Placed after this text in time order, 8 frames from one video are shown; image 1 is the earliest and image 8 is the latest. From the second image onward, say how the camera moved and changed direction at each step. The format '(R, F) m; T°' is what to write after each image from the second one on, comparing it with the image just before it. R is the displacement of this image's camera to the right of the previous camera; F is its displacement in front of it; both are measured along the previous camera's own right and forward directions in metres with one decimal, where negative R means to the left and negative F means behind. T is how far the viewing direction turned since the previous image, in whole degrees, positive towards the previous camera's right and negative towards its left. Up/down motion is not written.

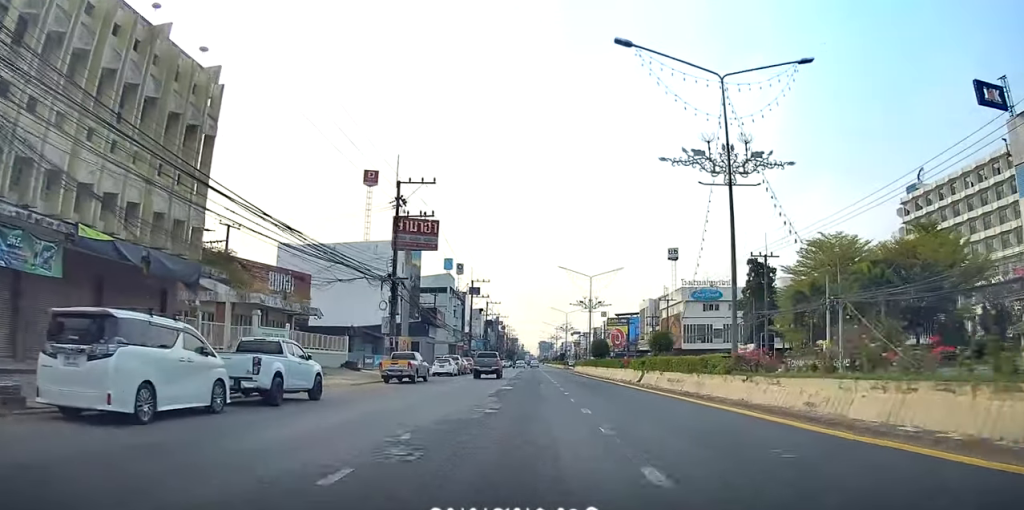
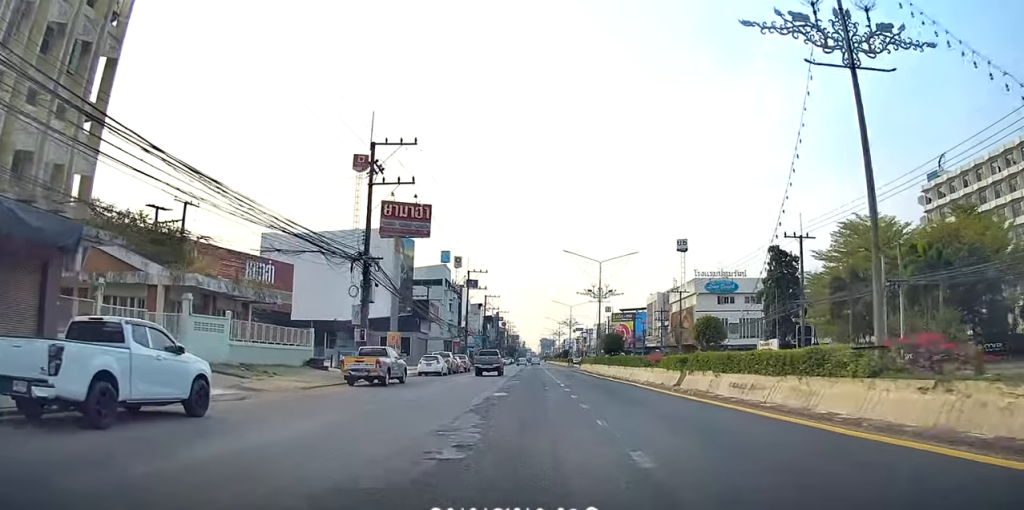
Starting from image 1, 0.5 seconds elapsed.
(+0.4, +8.2) m; +2°
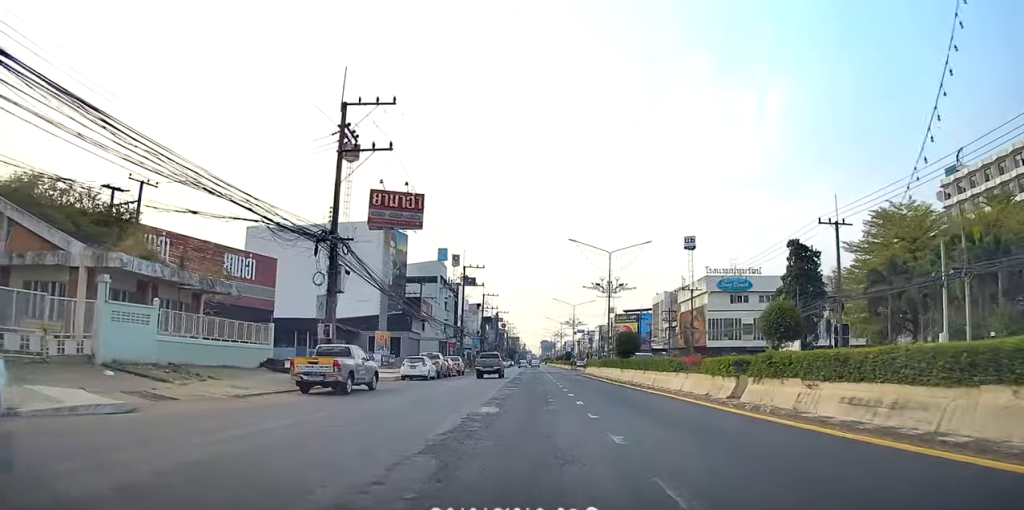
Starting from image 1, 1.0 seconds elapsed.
(+0.2, +6.2) m; +1°
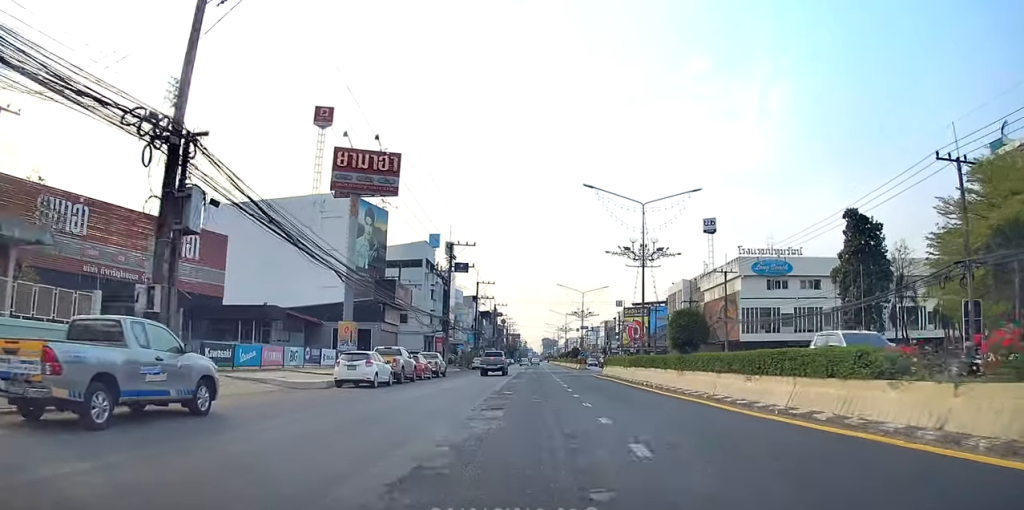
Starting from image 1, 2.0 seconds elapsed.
(0.0, +16.0) m; 0°
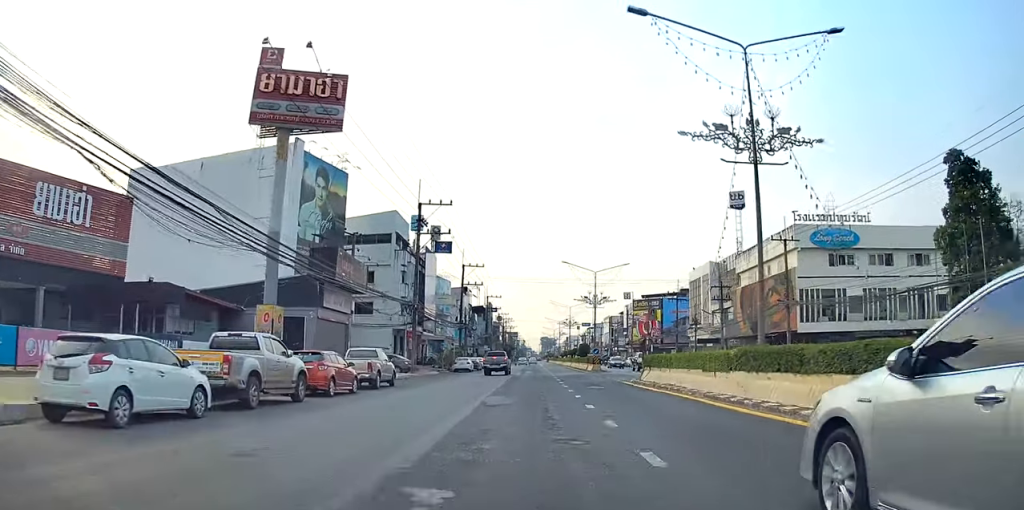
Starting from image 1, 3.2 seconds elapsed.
(+0.1, +20.5) m; 0°
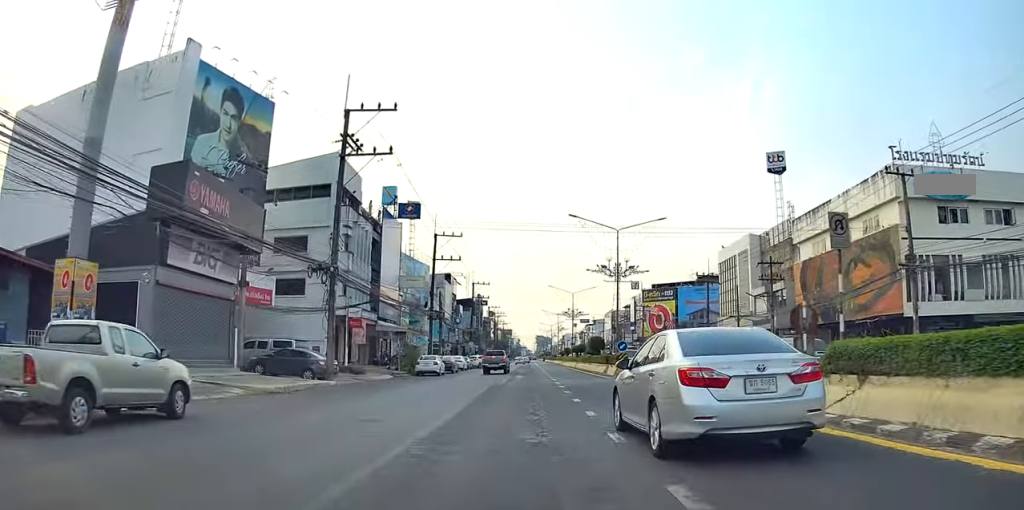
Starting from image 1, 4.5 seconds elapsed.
(-0.6, +20.8) m; -3°
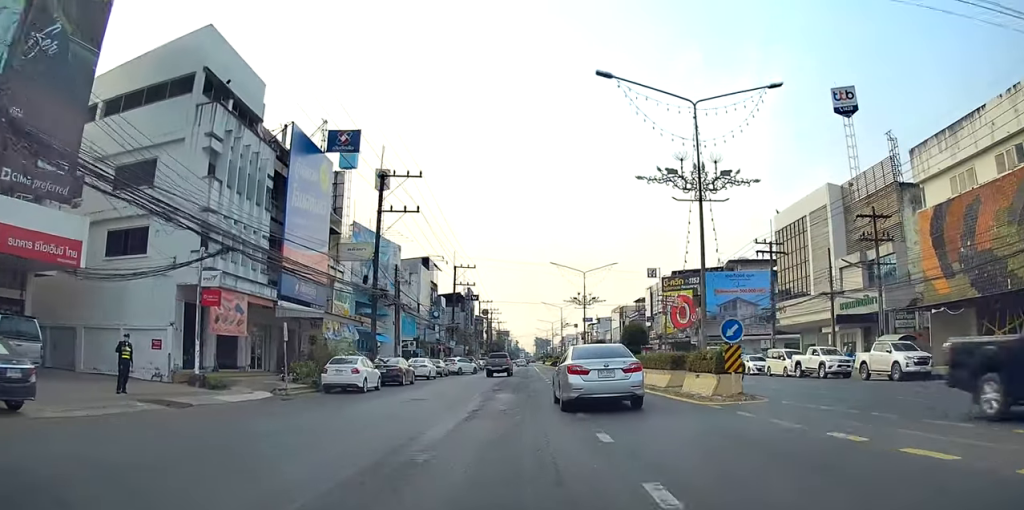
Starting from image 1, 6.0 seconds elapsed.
(+0.2, +20.8) m; +3°
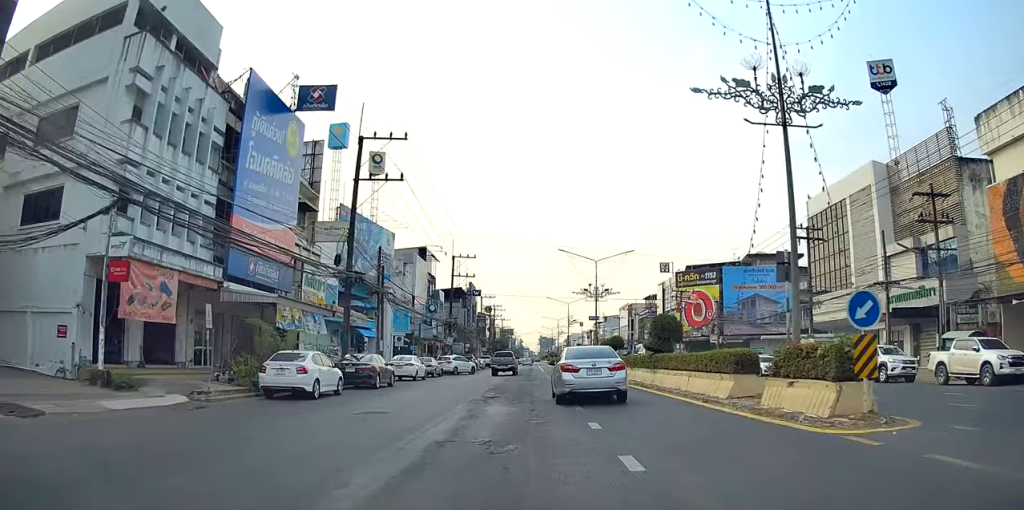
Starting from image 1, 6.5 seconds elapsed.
(+0.1, +7.1) m; 0°
